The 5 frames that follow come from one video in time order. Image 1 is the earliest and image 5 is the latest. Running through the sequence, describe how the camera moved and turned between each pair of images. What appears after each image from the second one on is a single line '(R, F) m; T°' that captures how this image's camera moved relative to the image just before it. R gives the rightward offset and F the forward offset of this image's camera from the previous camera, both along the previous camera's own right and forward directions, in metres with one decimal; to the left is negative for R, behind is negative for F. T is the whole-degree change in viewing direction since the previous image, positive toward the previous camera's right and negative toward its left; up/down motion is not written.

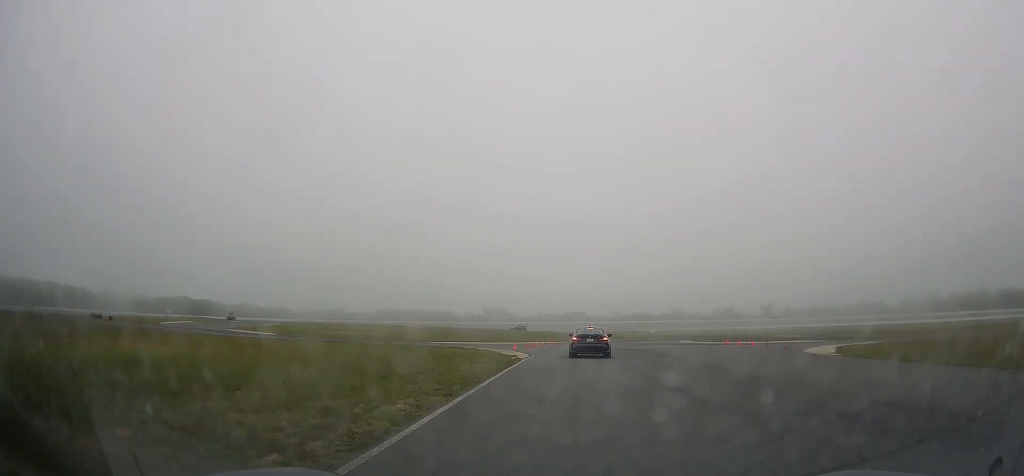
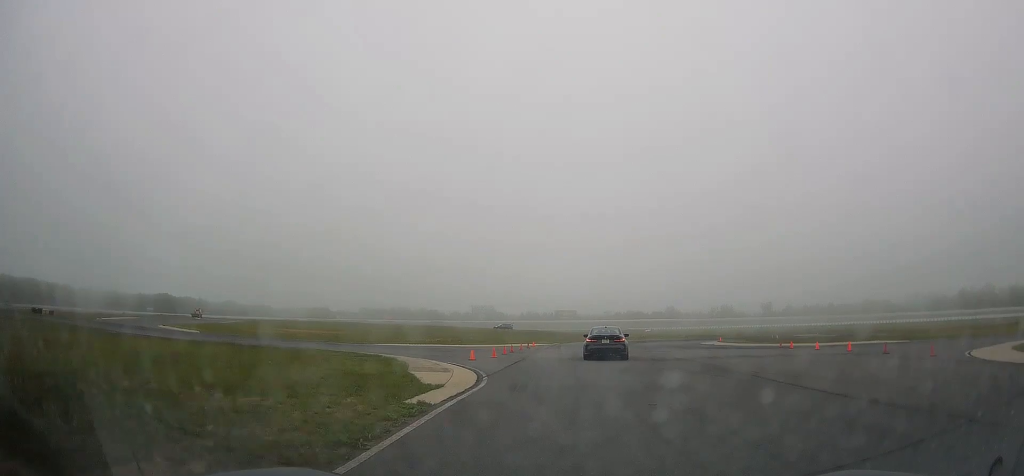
(+0.2, +16.8) m; +1°
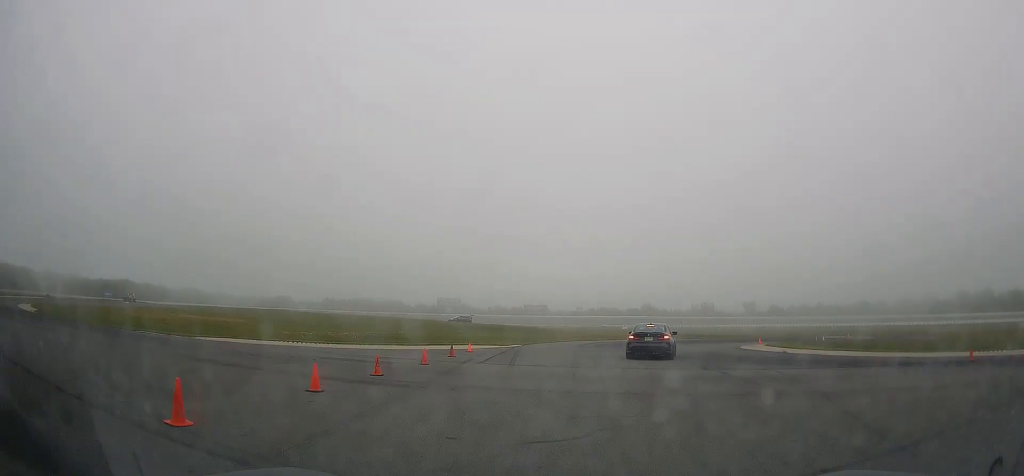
(+0.5, +22.7) m; +5°
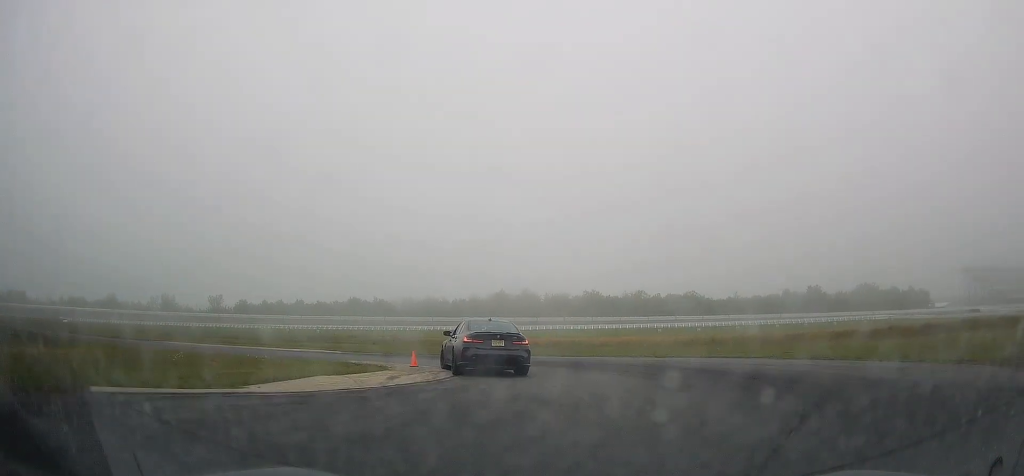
(+28.9, +61.1) m; +45°
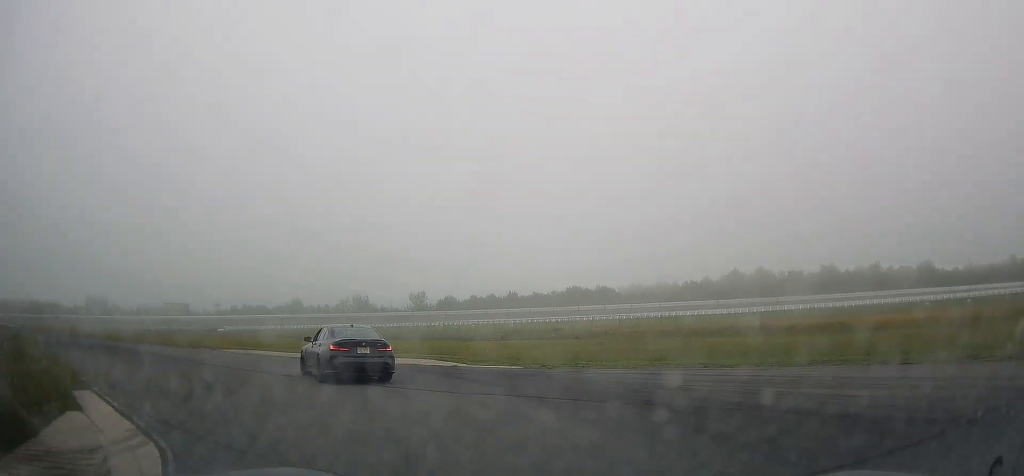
(-2.3, +19.4) m; -23°
